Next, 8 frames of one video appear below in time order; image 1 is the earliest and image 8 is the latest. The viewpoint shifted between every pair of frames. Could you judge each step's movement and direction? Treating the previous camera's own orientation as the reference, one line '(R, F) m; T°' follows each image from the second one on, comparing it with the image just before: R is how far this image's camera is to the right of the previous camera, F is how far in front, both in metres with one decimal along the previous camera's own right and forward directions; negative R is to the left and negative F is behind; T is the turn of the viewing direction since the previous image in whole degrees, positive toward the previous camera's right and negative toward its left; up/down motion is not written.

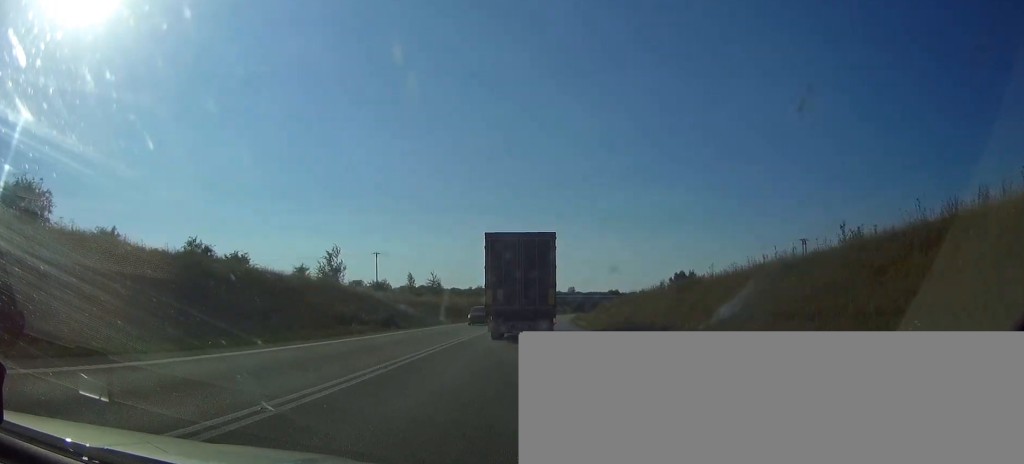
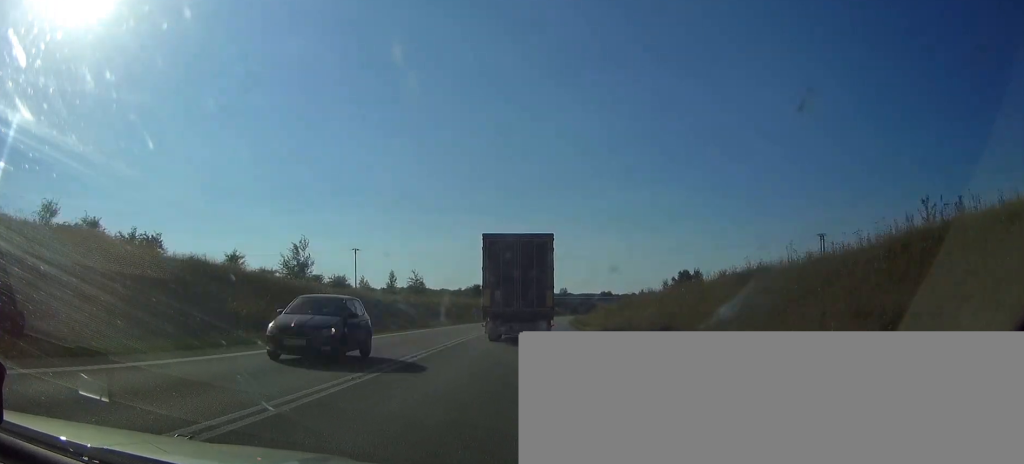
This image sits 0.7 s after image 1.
(+0.1, +13.9) m; 0°
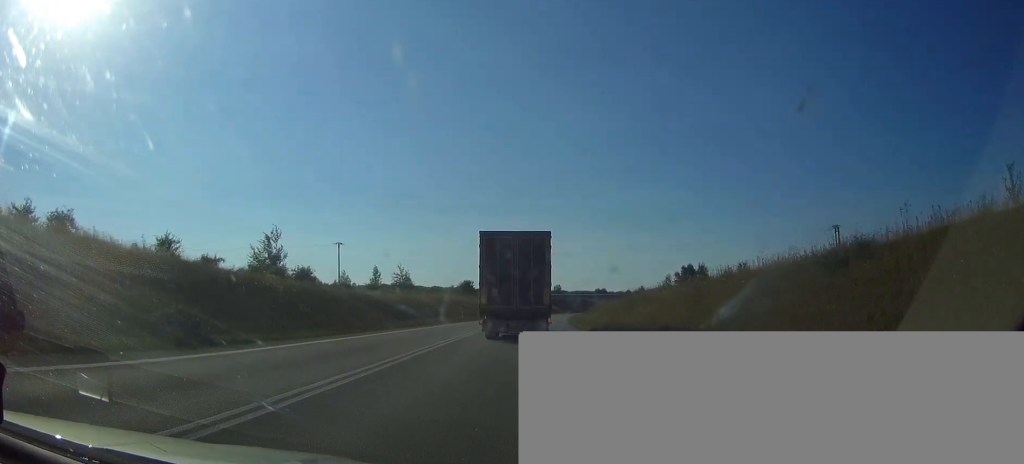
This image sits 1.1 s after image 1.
(0.0, +9.8) m; 0°
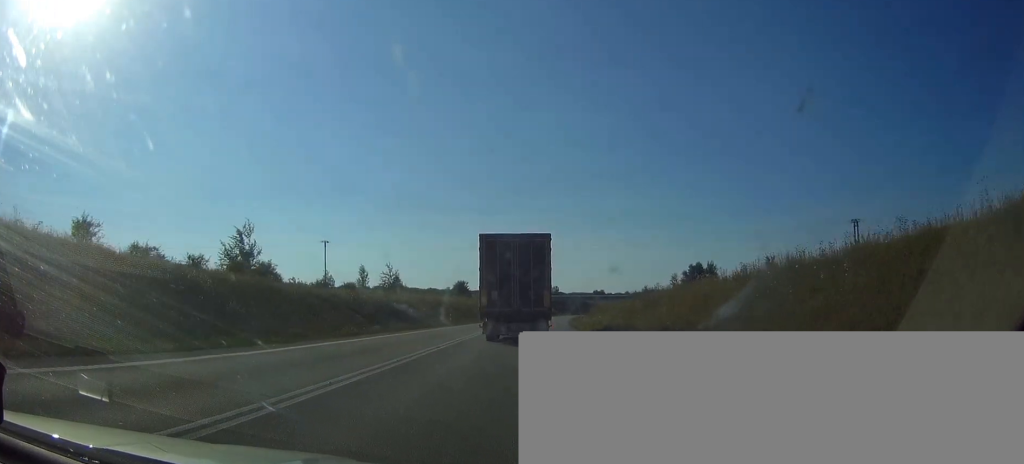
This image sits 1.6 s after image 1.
(0.0, +9.1) m; 0°
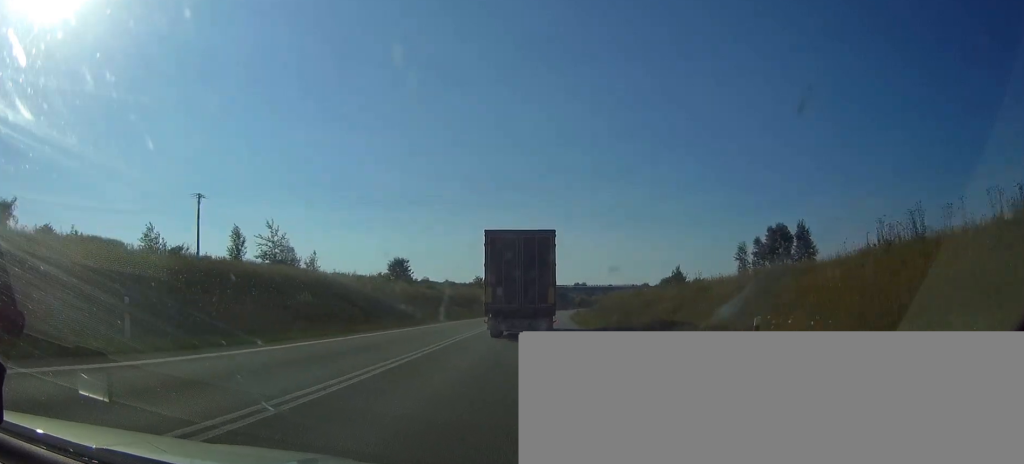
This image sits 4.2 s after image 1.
(+1.1, +54.7) m; +2°
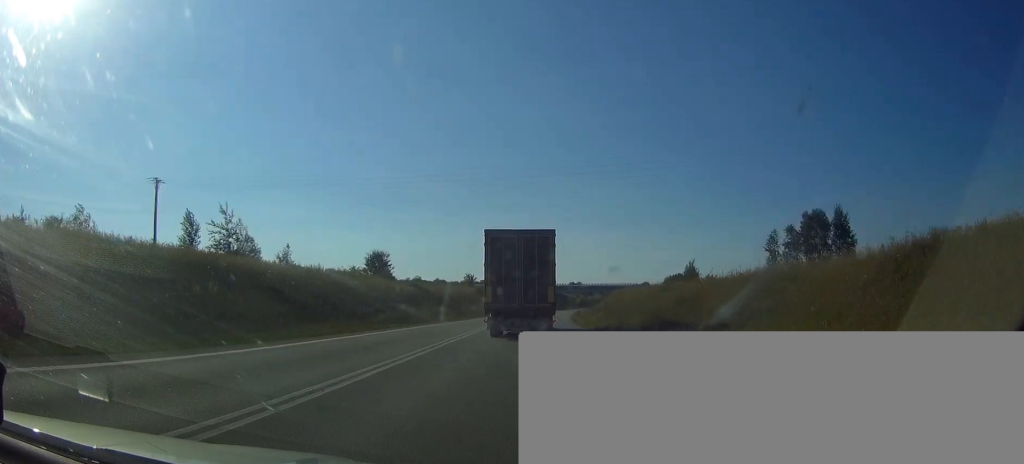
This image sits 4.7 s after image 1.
(0.0, +12.0) m; +1°
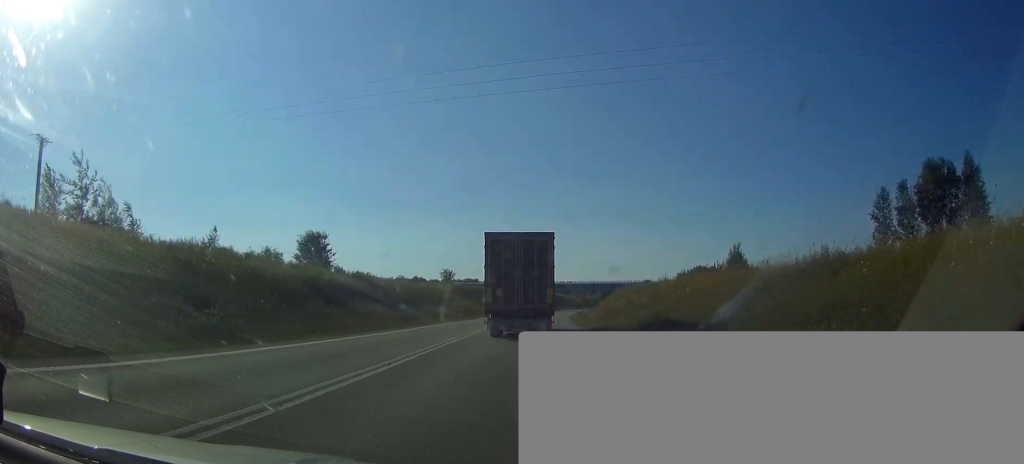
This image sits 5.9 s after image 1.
(+0.2, +25.4) m; +1°
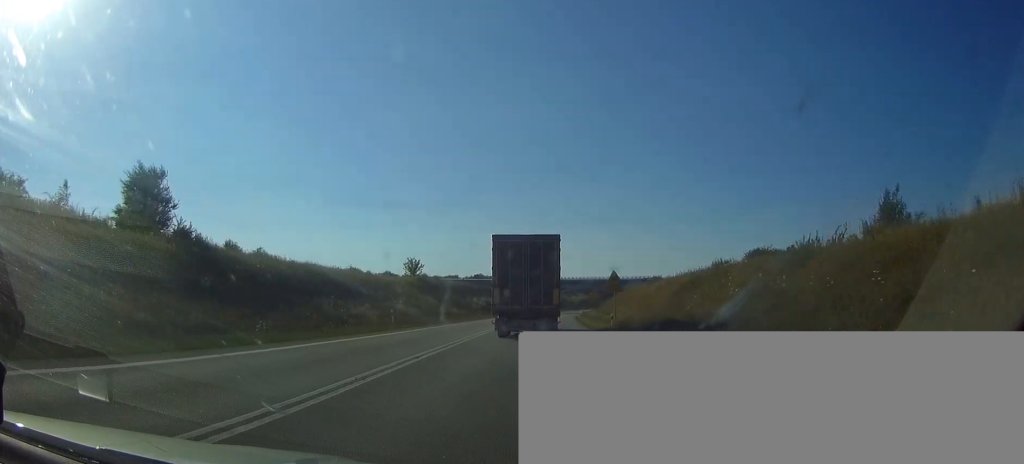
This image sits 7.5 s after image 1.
(+0.3, +33.4) m; +1°
